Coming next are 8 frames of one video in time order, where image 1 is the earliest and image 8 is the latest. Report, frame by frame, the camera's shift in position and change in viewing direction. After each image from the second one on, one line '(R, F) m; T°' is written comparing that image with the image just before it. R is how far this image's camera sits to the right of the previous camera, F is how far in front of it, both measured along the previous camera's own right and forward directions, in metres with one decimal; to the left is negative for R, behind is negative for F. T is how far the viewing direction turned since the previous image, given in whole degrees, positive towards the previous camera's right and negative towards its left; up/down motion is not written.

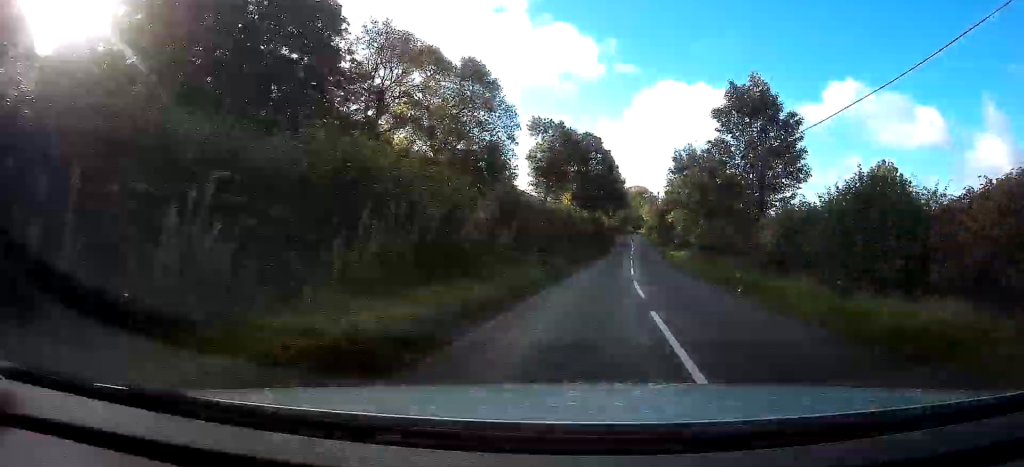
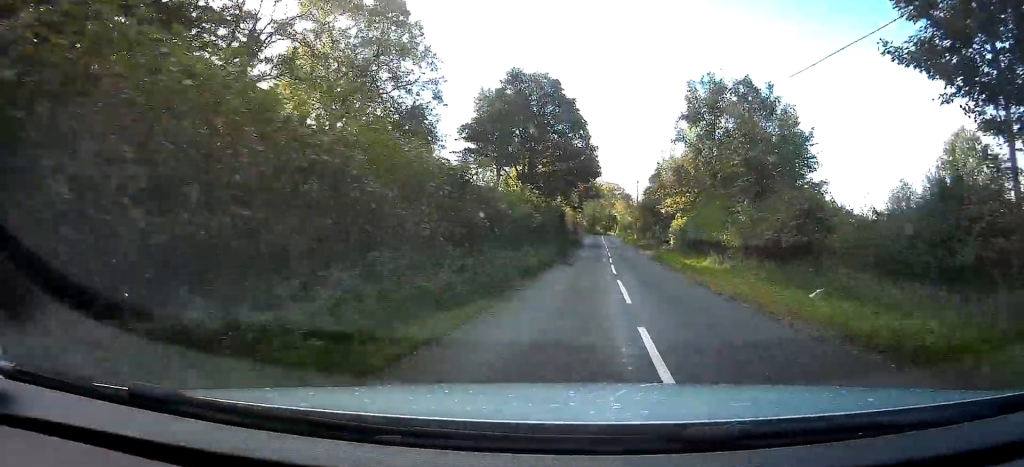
(+0.6, +20.6) m; +3°
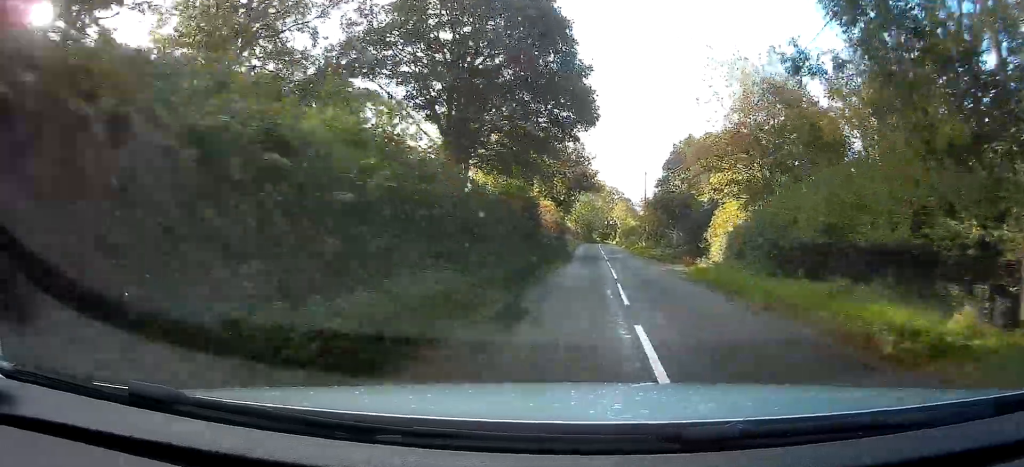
(+0.3, +17.7) m; +1°
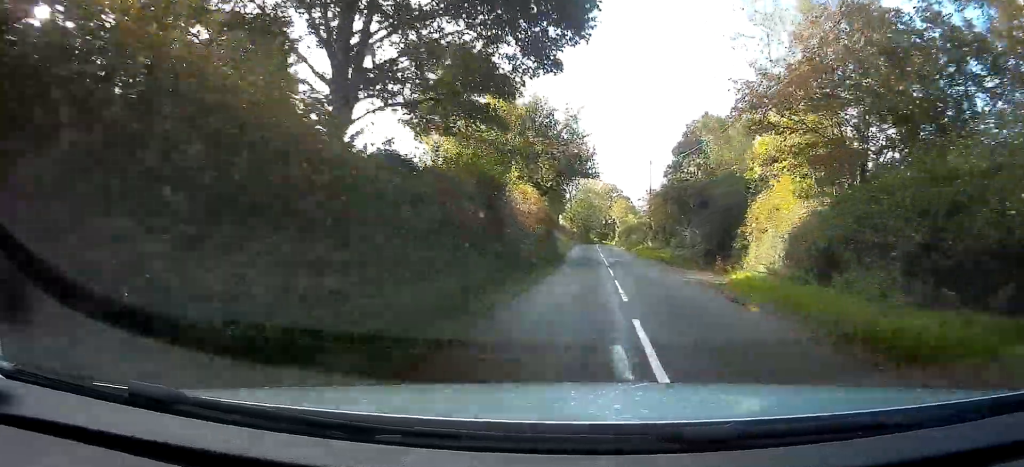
(0.0, +8.4) m; 0°
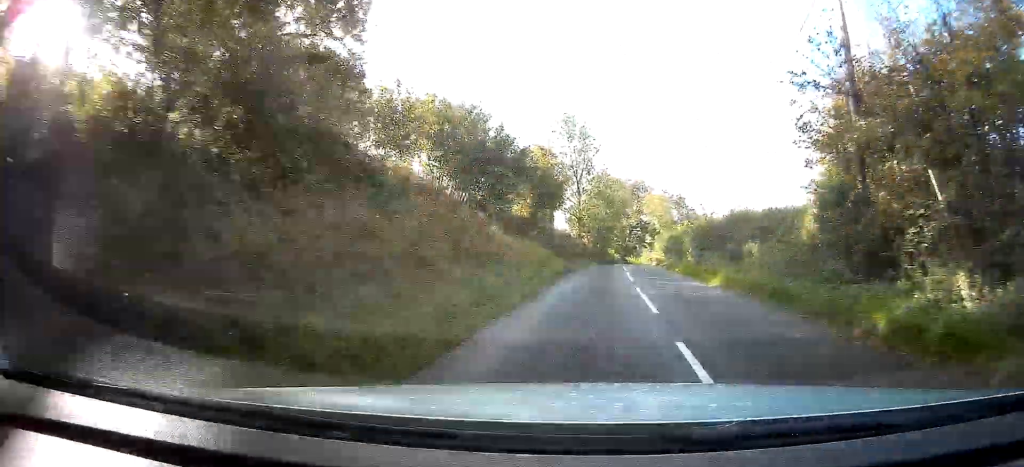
(+0.3, +38.4) m; +1°
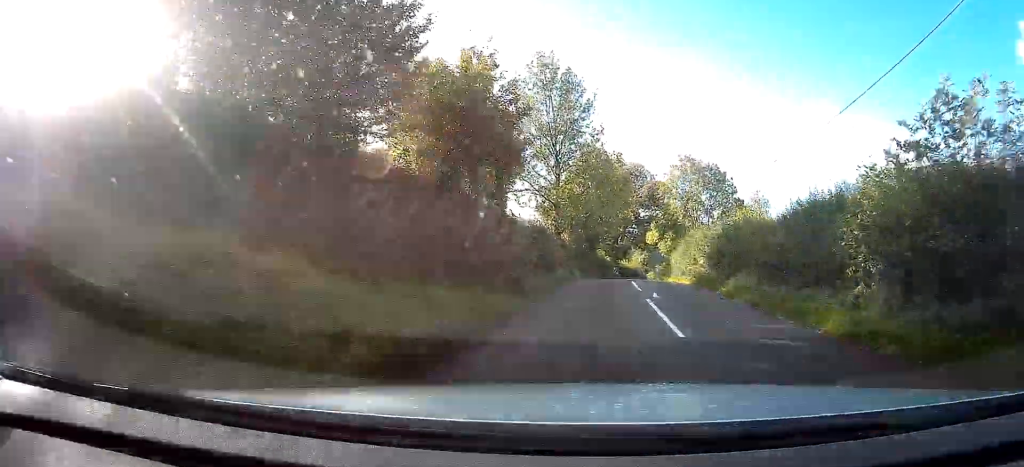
(-0.1, +21.1) m; 0°
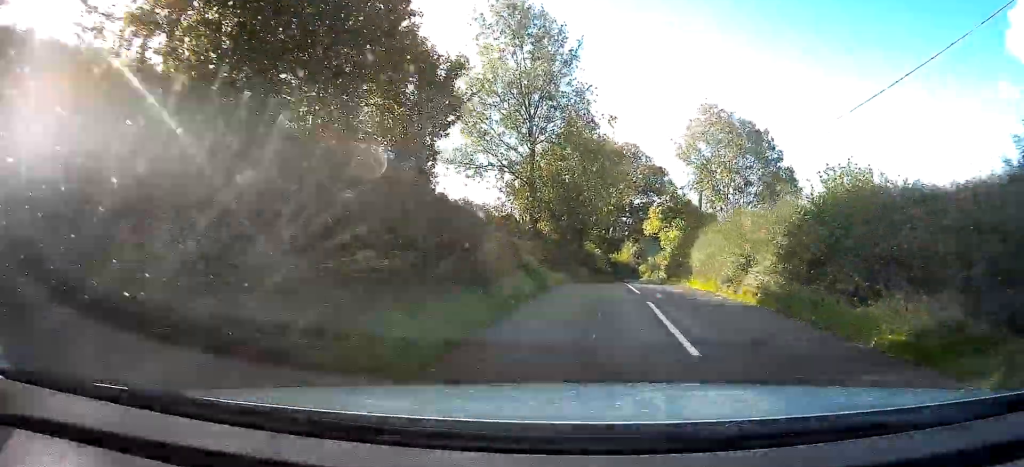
(0.0, +11.3) m; 0°
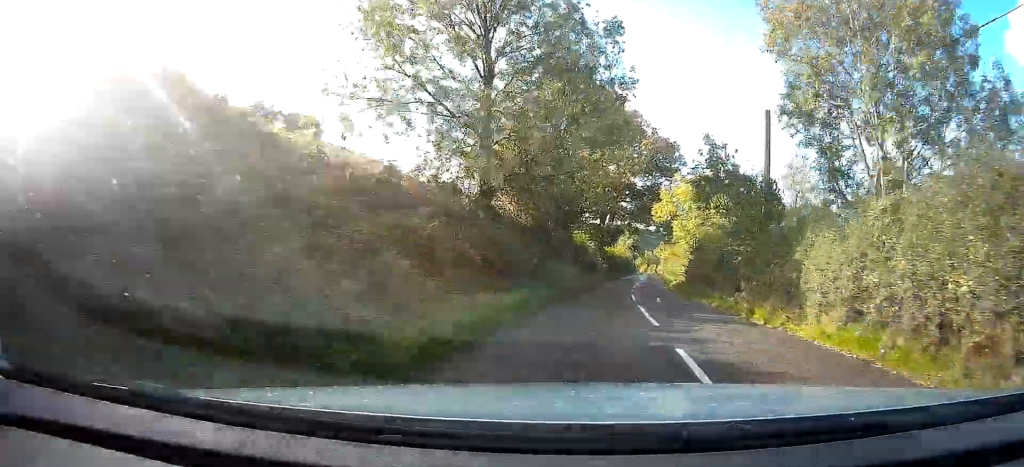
(+0.1, +14.5) m; +1°
